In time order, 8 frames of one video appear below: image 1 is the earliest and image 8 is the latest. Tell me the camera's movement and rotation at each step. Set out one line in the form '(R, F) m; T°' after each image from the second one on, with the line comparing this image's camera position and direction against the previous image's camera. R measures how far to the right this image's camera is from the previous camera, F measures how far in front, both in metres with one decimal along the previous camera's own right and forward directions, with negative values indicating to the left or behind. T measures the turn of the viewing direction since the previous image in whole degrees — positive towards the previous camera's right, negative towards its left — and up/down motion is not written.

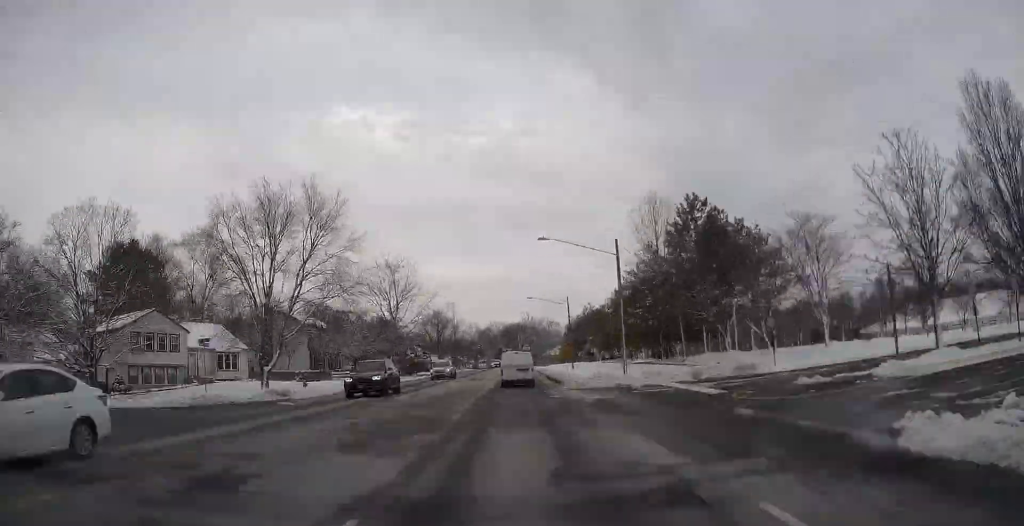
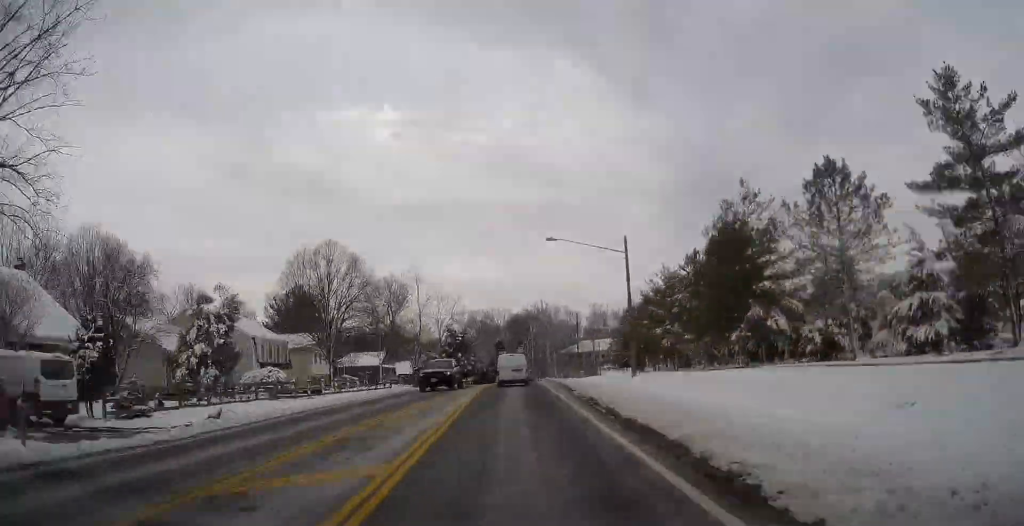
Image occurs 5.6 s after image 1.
(-0.5, +78.0) m; +4°
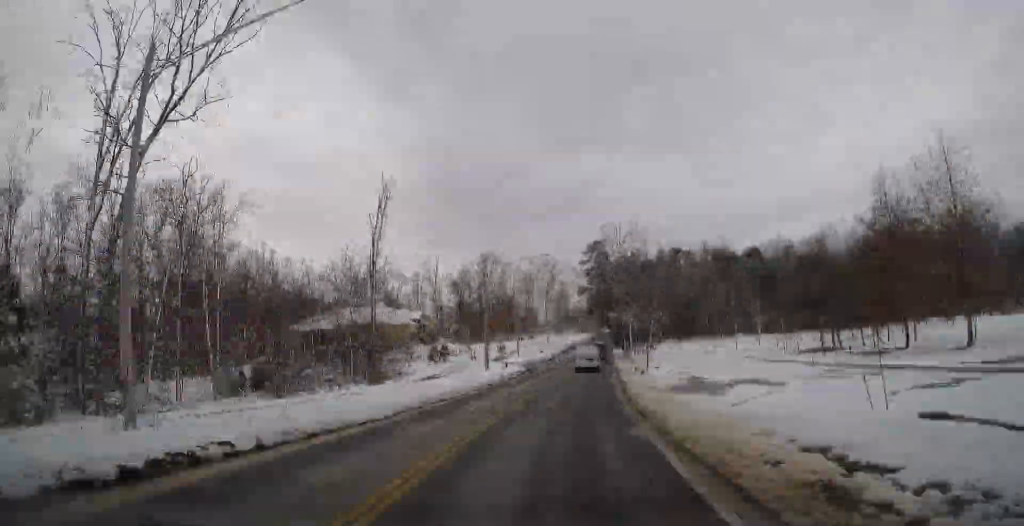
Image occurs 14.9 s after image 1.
(+15.1, +128.3) m; +16°
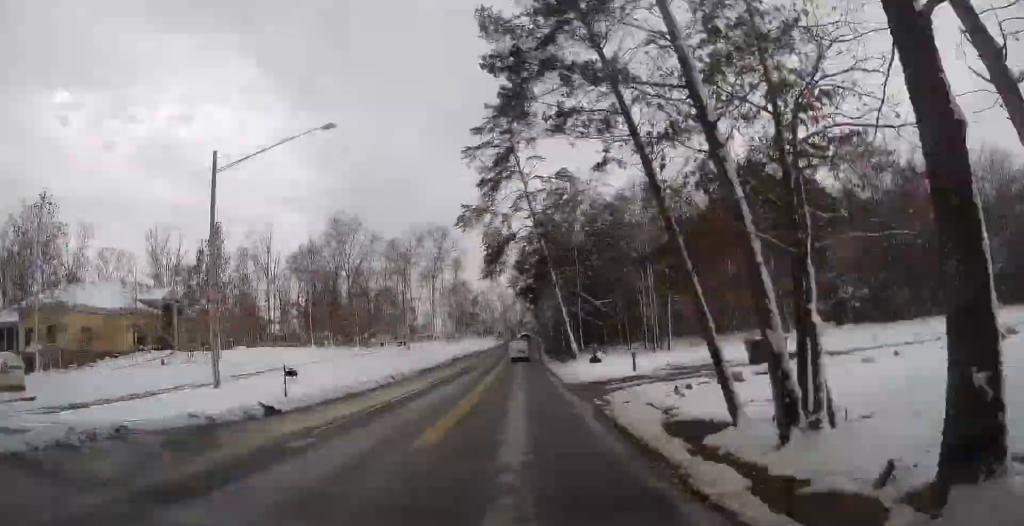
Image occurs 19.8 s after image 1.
(+6.6, +66.5) m; +9°
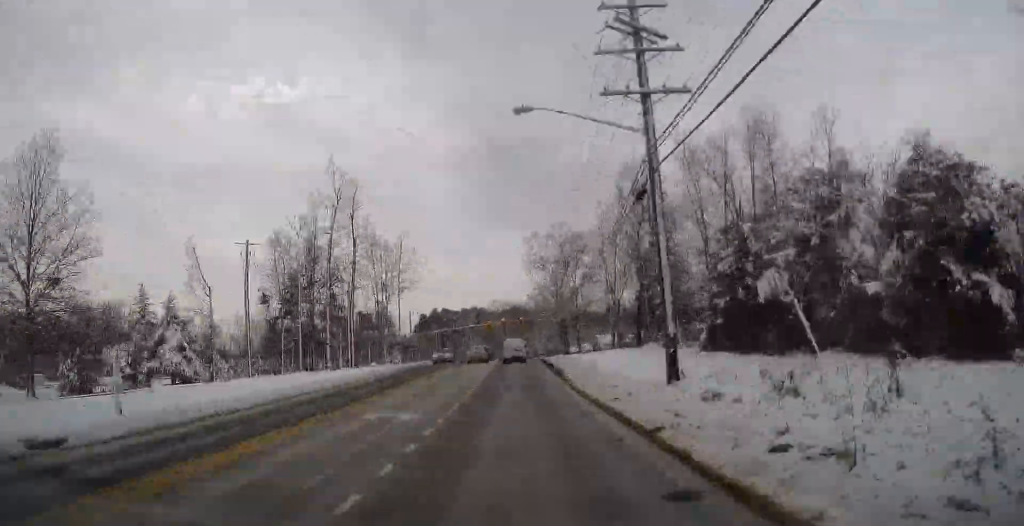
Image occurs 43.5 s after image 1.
(-35.6, +332.9) m; -13°
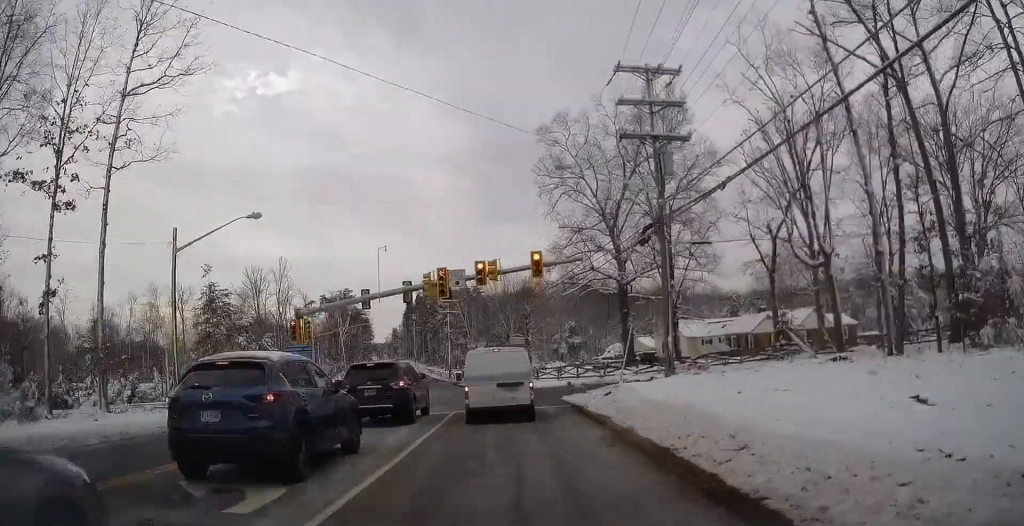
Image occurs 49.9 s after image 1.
(+0.8, +26.1) m; -5°
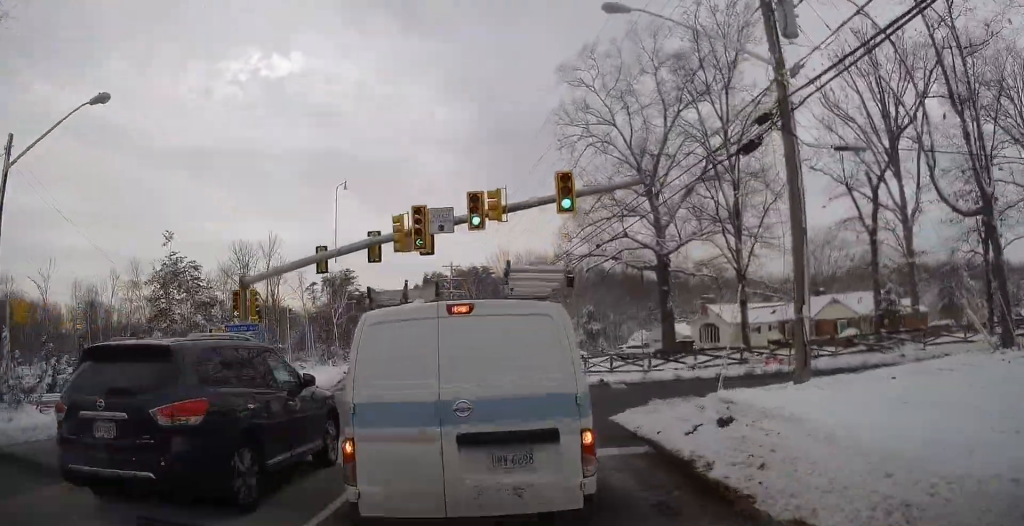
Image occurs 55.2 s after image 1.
(-1.3, +22.0) m; -5°
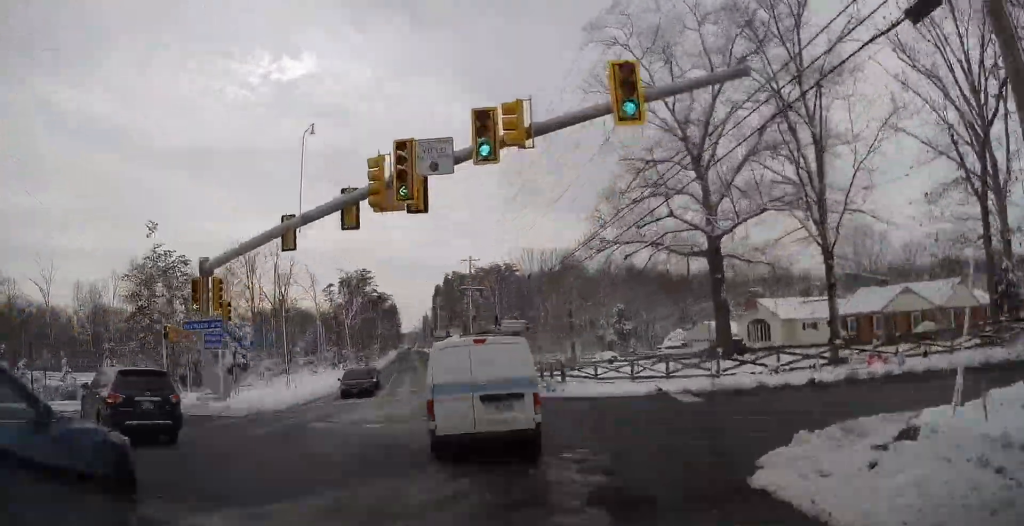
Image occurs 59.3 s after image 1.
(-1.2, +19.3) m; -4°
